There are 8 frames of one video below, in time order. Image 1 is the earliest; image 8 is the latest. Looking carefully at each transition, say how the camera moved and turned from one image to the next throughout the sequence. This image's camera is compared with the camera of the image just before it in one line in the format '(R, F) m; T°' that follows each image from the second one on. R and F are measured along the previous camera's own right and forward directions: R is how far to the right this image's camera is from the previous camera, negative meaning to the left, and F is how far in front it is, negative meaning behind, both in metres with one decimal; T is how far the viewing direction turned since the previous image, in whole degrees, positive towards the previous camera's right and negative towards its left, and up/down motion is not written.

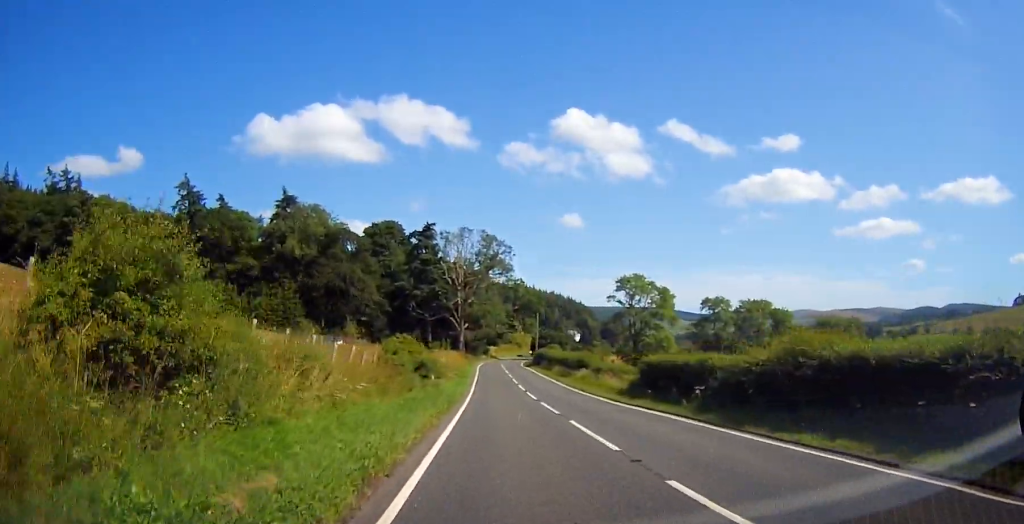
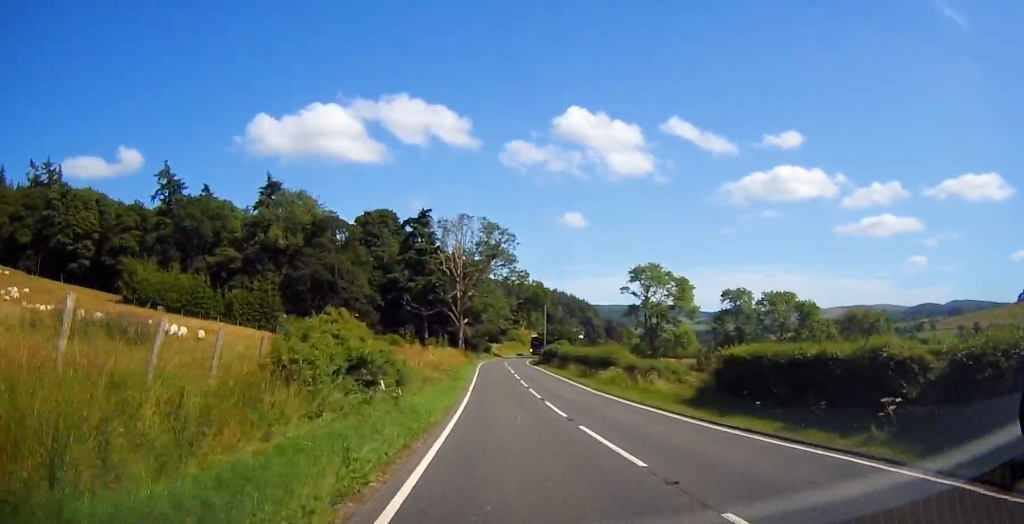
(-0.1, +10.9) m; 0°
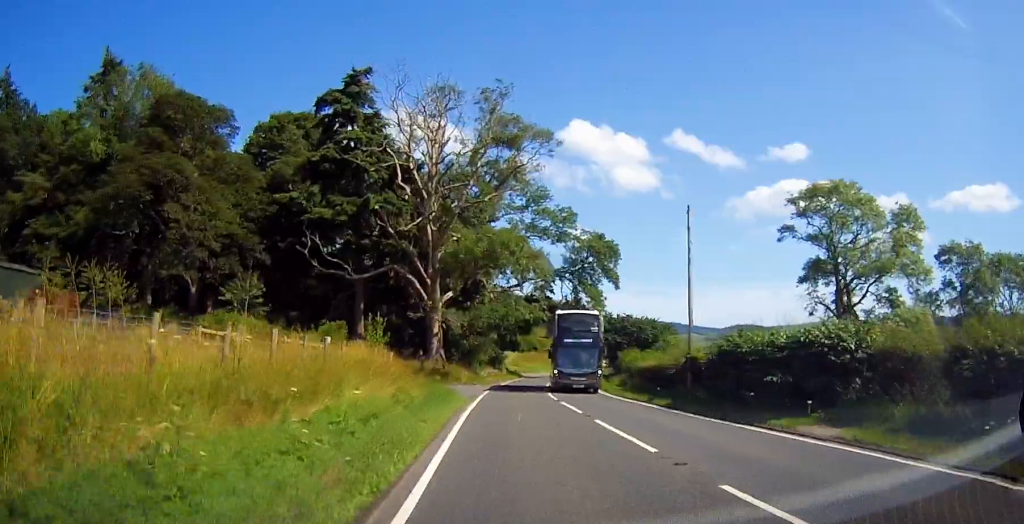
(+0.1, +62.3) m; 0°
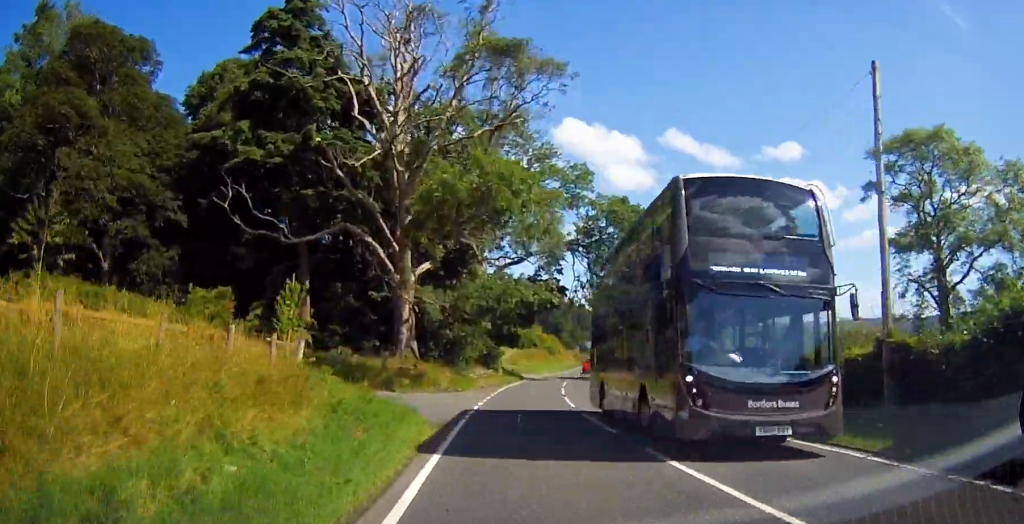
(-0.4, +14.3) m; +1°
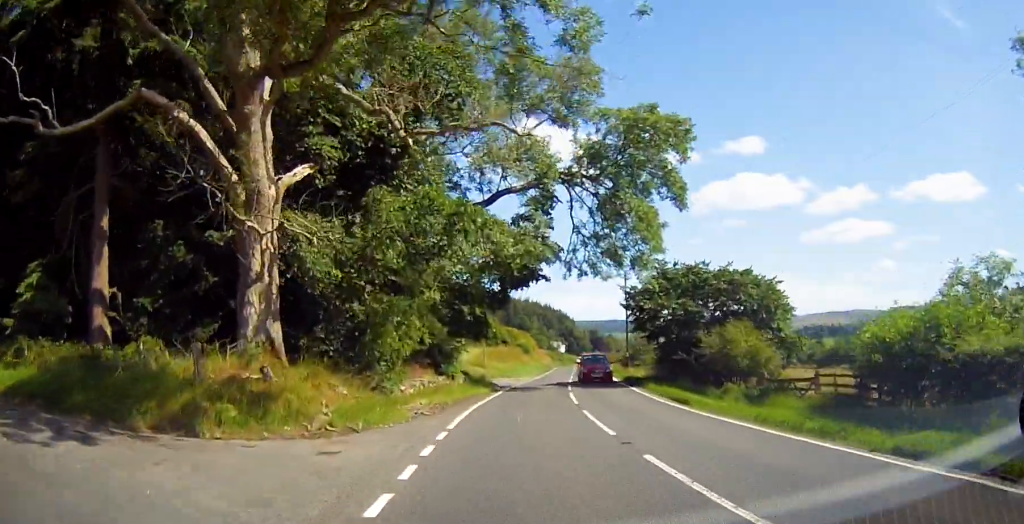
(+0.9, +19.0) m; +3°
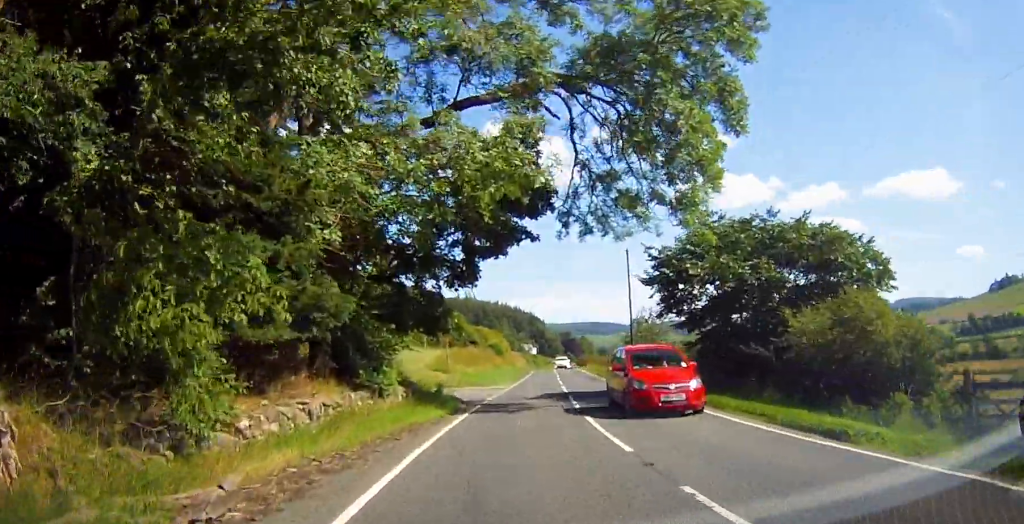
(+0.2, +11.8) m; +2°
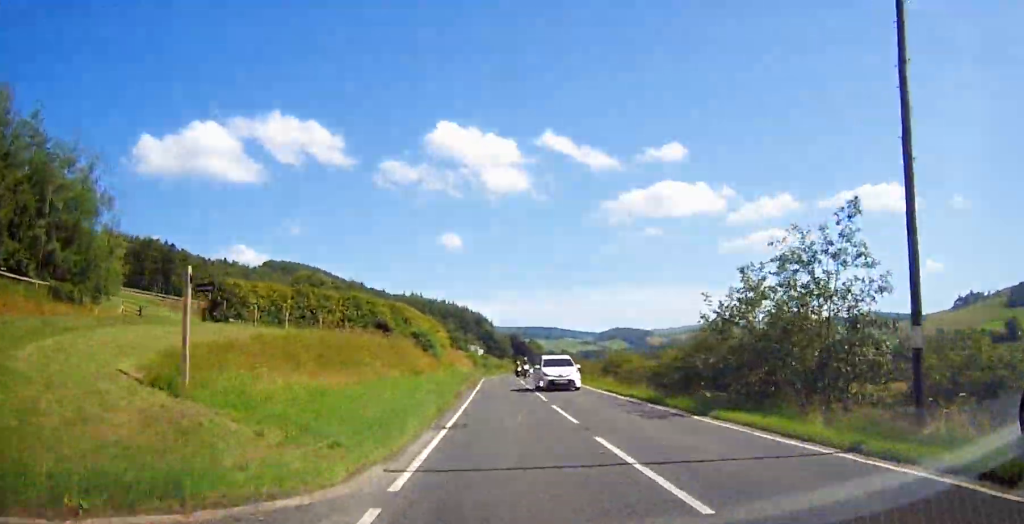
(+1.0, +30.8) m; +3°
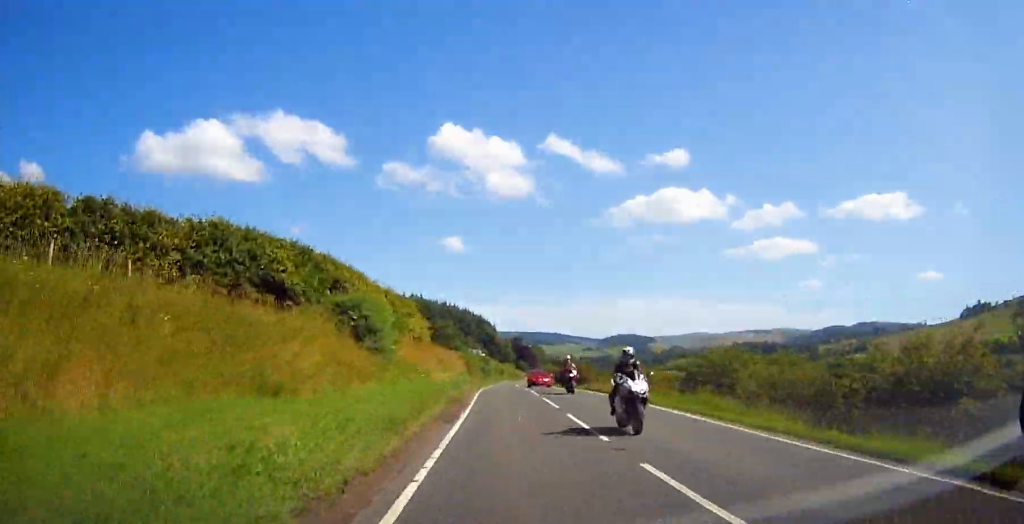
(+0.1, +20.5) m; 0°
